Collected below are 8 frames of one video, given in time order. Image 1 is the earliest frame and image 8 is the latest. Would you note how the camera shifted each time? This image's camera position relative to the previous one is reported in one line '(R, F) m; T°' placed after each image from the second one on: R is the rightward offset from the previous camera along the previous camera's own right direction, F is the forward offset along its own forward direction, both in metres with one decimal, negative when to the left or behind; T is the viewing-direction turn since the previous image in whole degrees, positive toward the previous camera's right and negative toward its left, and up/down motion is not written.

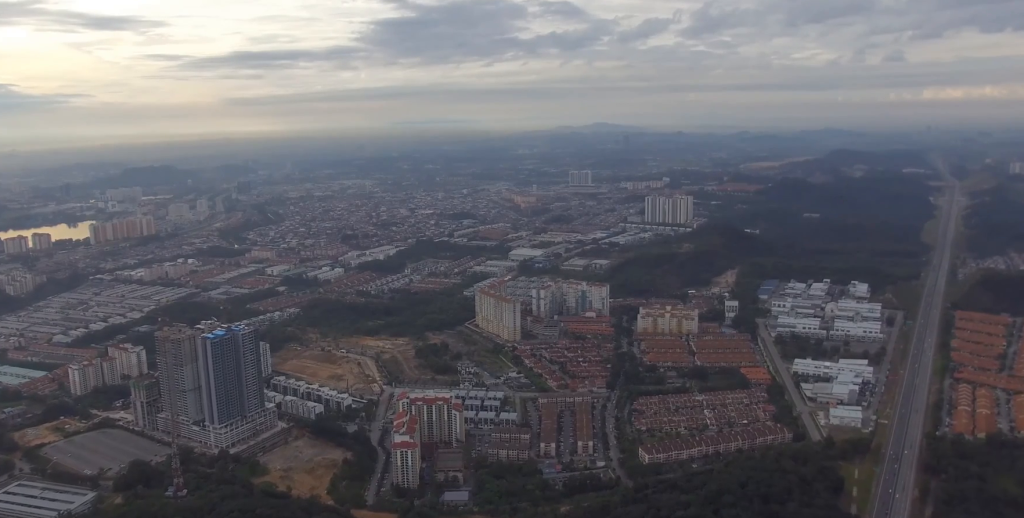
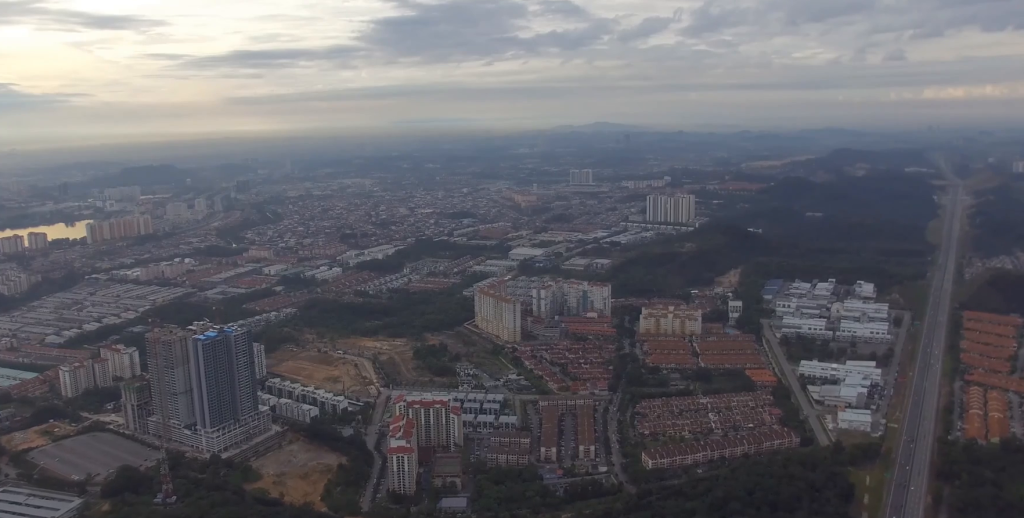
(-0.1, +23.3) m; 0°
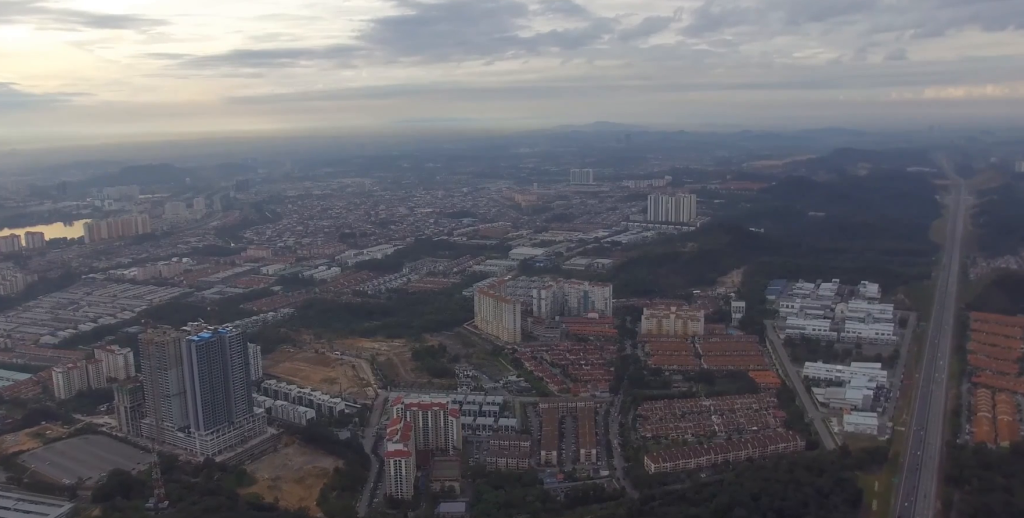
(0.0, +16.4) m; 0°
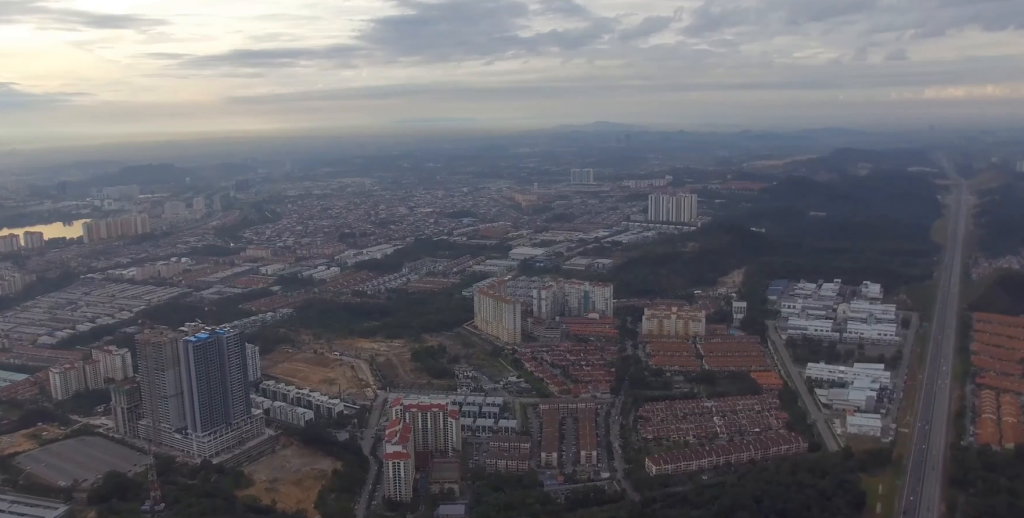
(0.0, +7.6) m; 0°
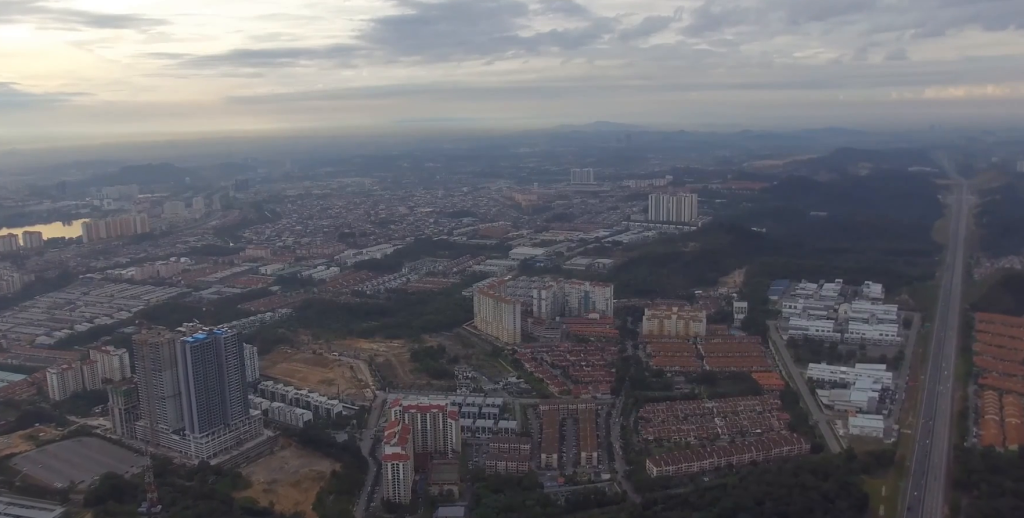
(0.0, +5.6) m; 0°
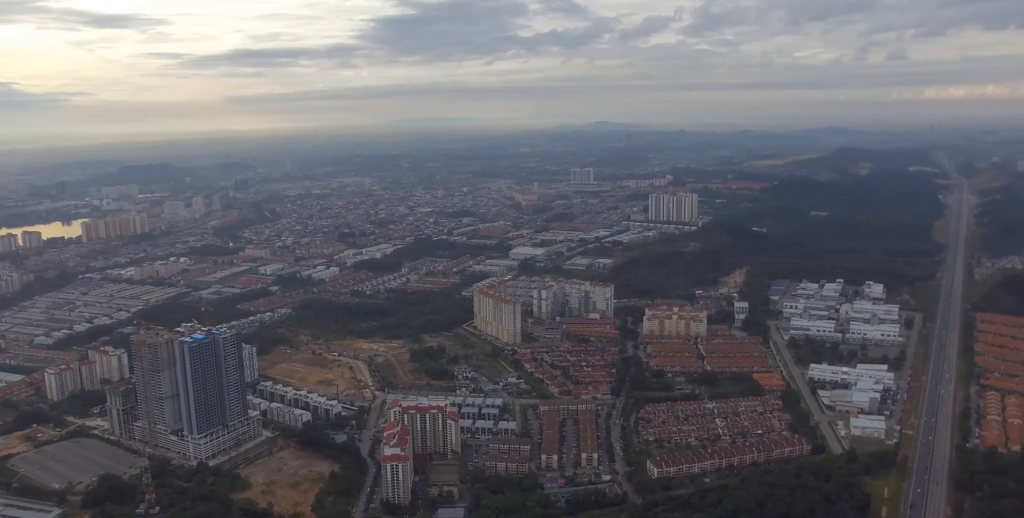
(0.0, +4.4) m; 0°
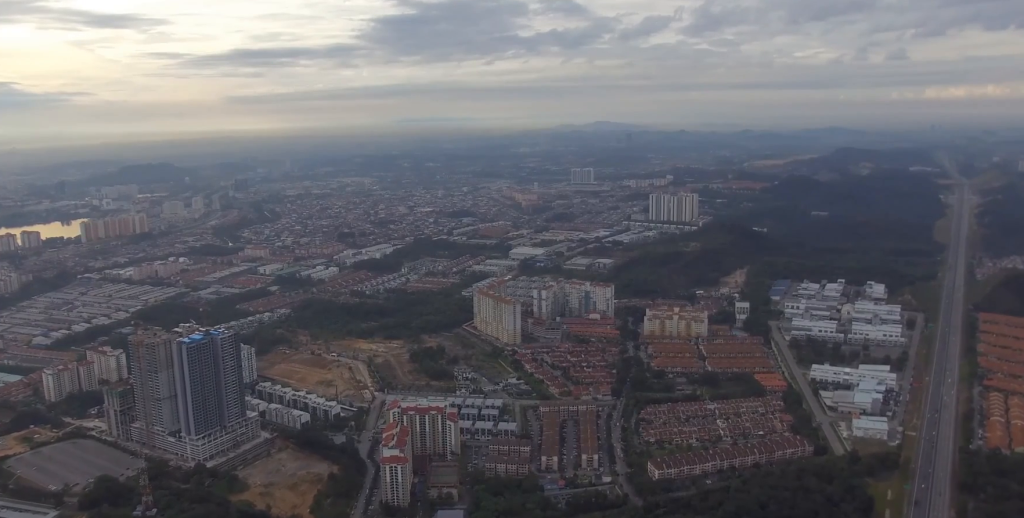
(0.0, +5.6) m; 0°
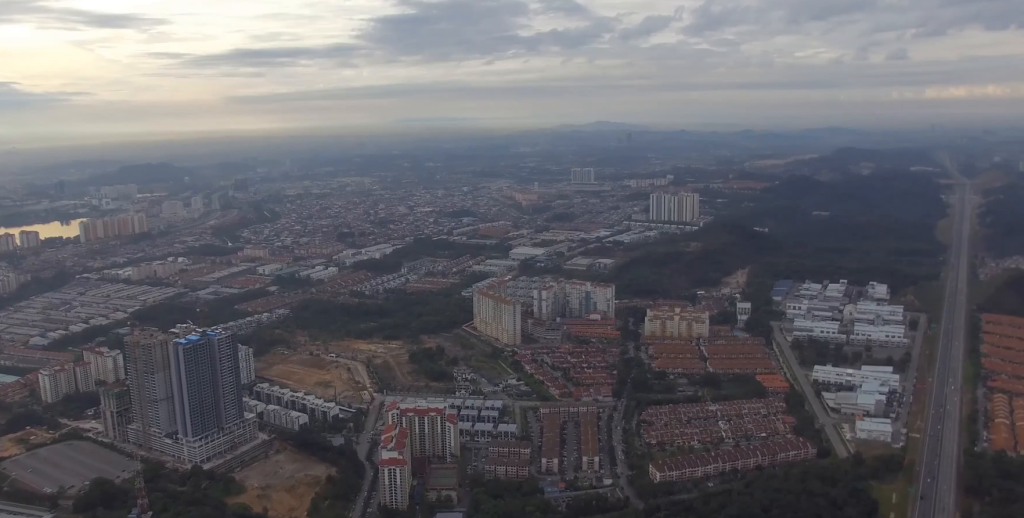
(0.0, +8.0) m; 0°
